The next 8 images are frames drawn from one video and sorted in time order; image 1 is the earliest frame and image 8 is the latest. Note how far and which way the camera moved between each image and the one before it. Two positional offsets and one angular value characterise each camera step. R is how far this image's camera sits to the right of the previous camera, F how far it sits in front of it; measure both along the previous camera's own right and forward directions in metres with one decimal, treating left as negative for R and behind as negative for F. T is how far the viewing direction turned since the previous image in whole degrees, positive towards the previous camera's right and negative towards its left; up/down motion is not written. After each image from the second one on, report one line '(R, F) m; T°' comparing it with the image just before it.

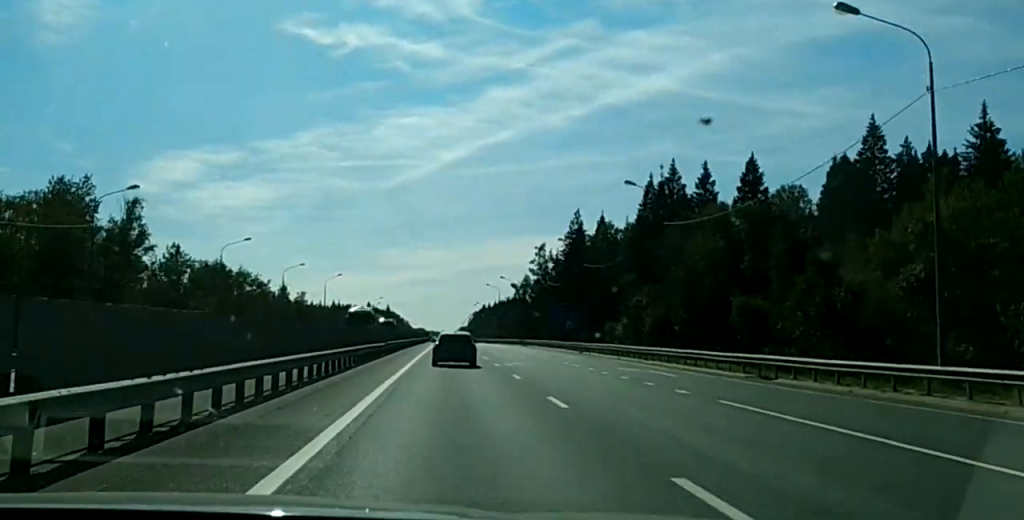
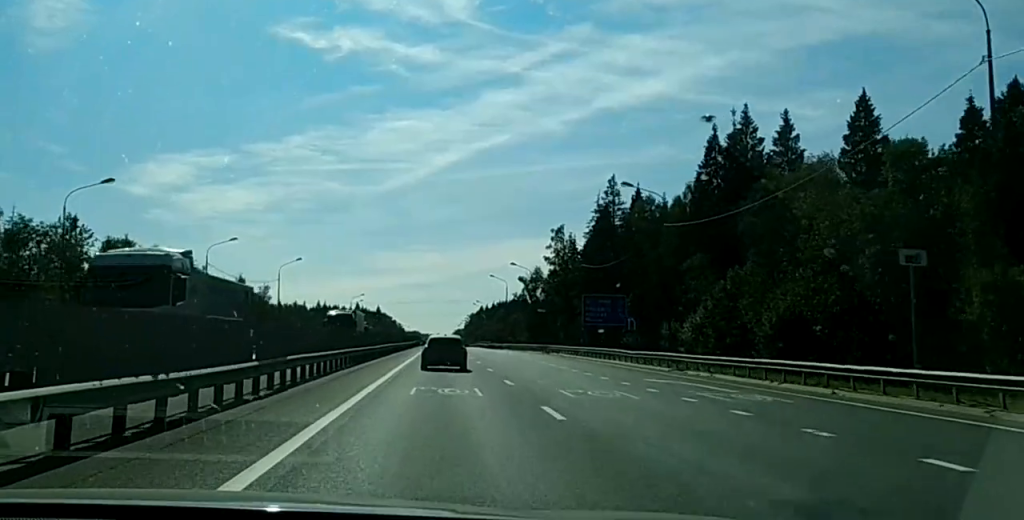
(-0.4, +36.1) m; 0°
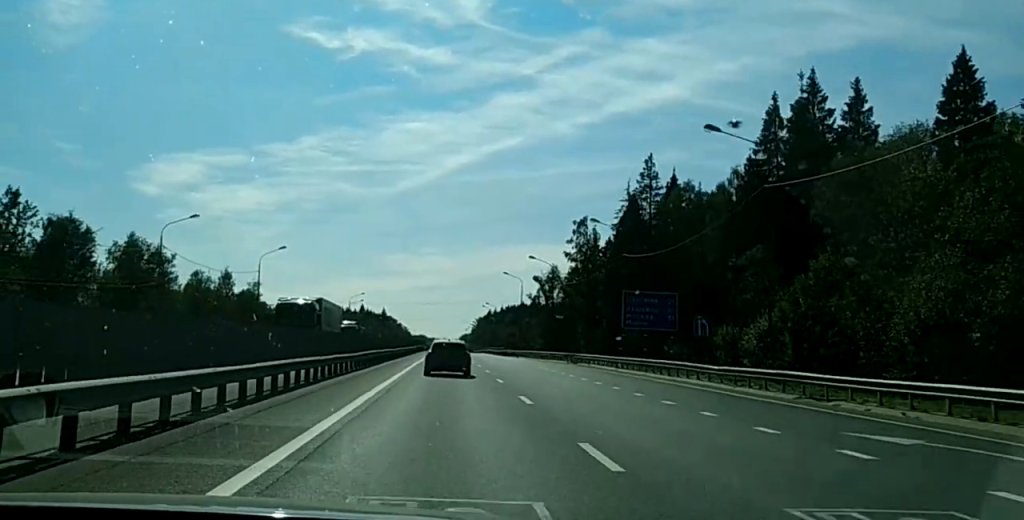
(+0.2, +15.9) m; +1°
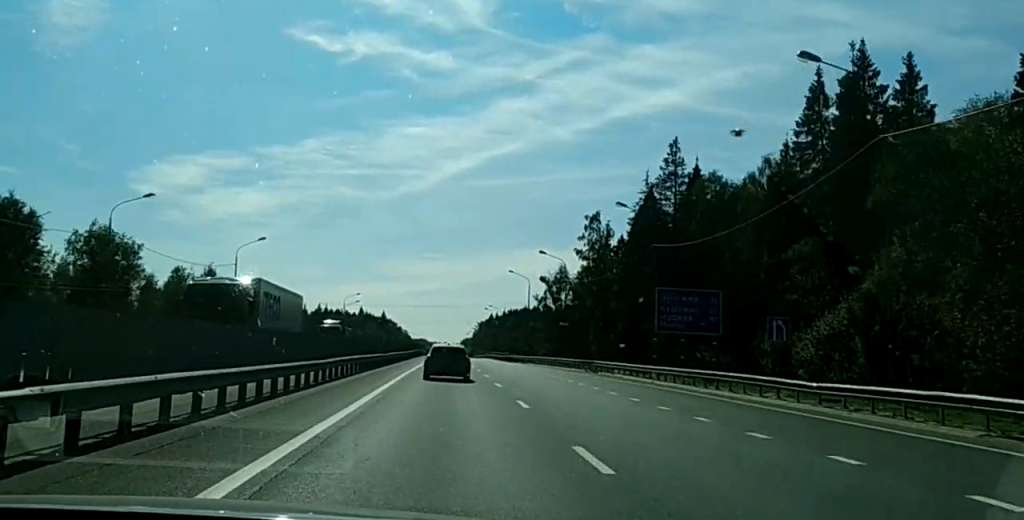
(0.0, +12.5) m; 0°
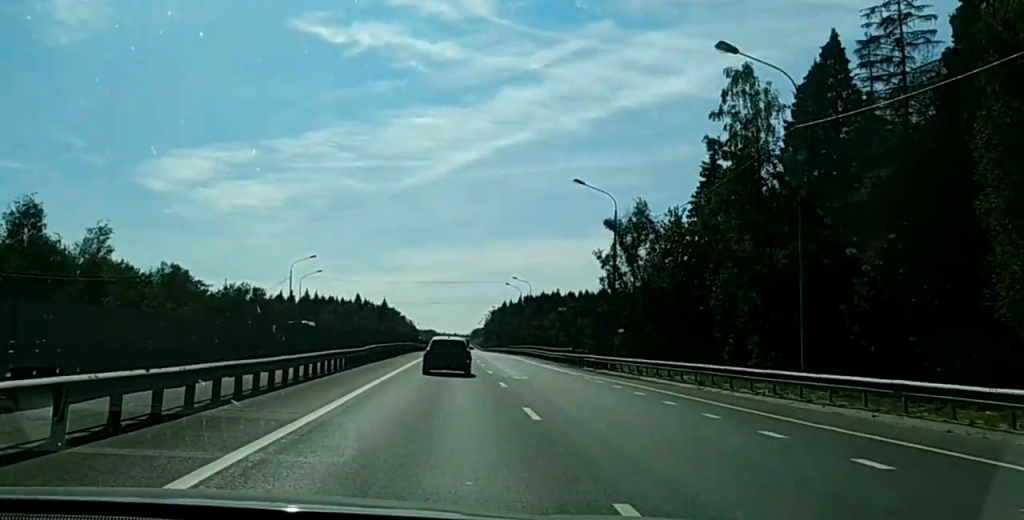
(+0.2, +62.2) m; +1°
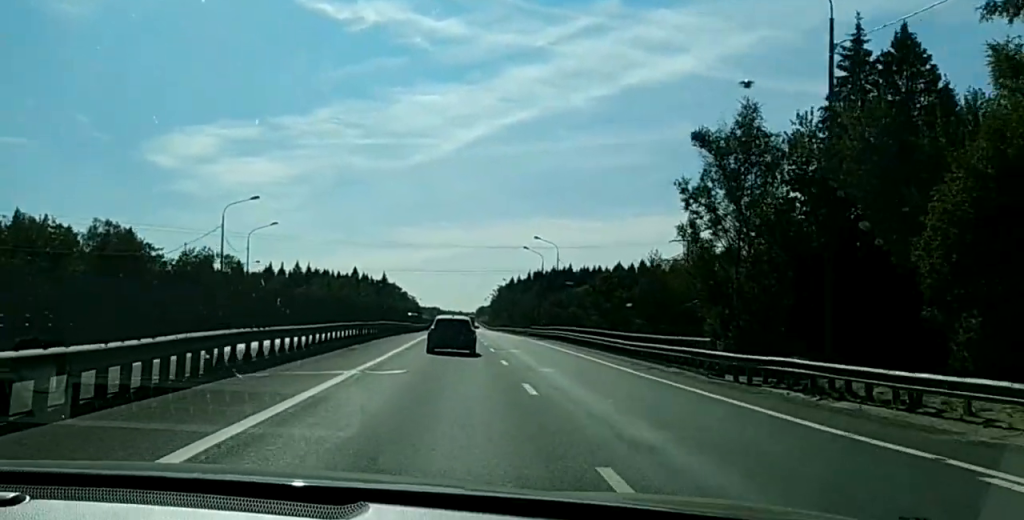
(+0.4, +34.8) m; +1°
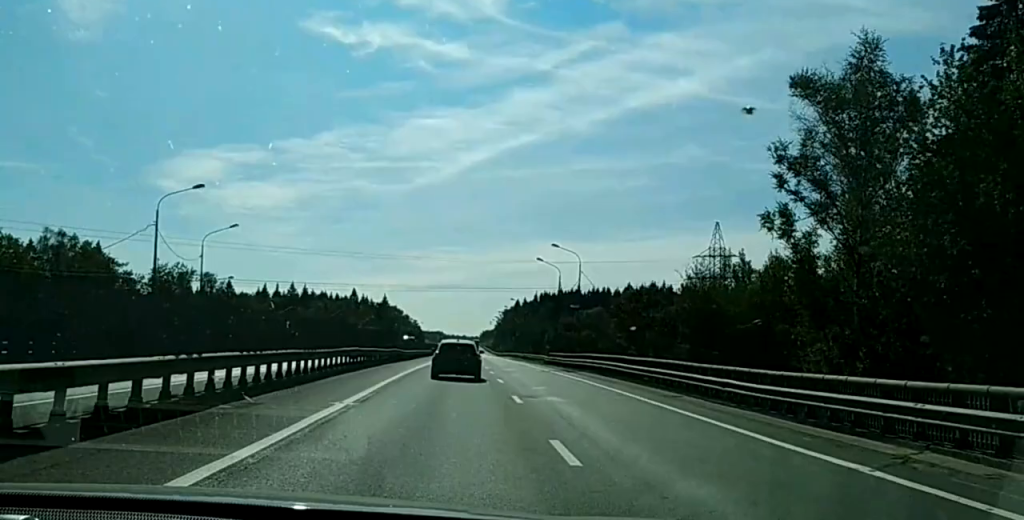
(0.0, +17.4) m; 0°
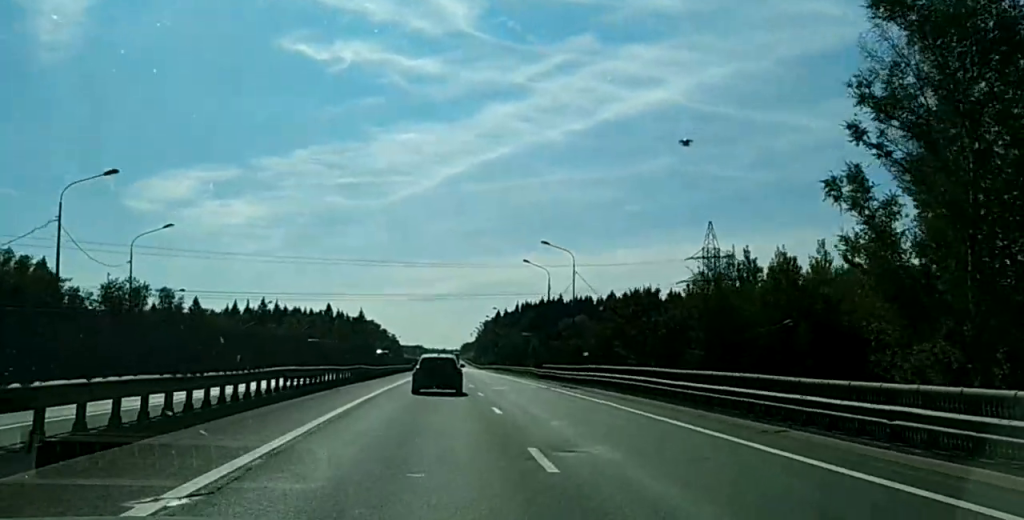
(-0.1, +11.6) m; 0°
